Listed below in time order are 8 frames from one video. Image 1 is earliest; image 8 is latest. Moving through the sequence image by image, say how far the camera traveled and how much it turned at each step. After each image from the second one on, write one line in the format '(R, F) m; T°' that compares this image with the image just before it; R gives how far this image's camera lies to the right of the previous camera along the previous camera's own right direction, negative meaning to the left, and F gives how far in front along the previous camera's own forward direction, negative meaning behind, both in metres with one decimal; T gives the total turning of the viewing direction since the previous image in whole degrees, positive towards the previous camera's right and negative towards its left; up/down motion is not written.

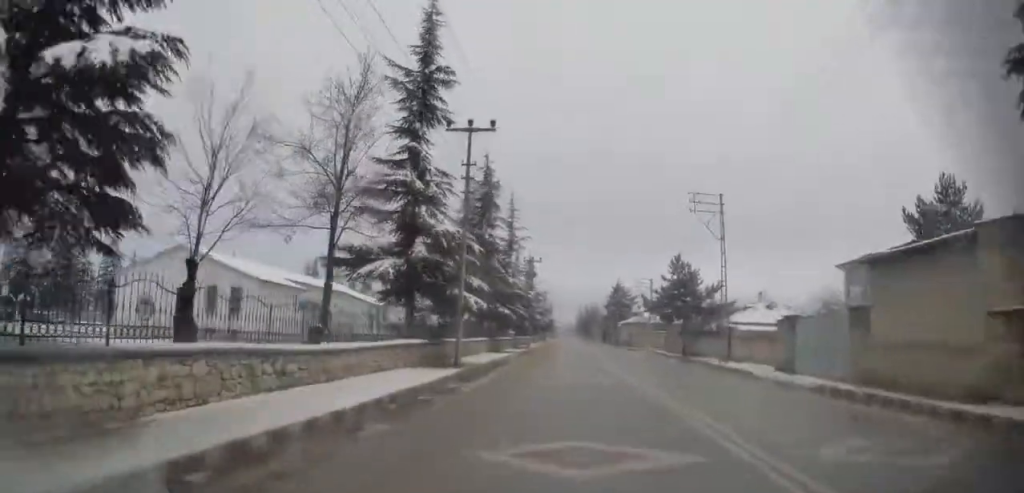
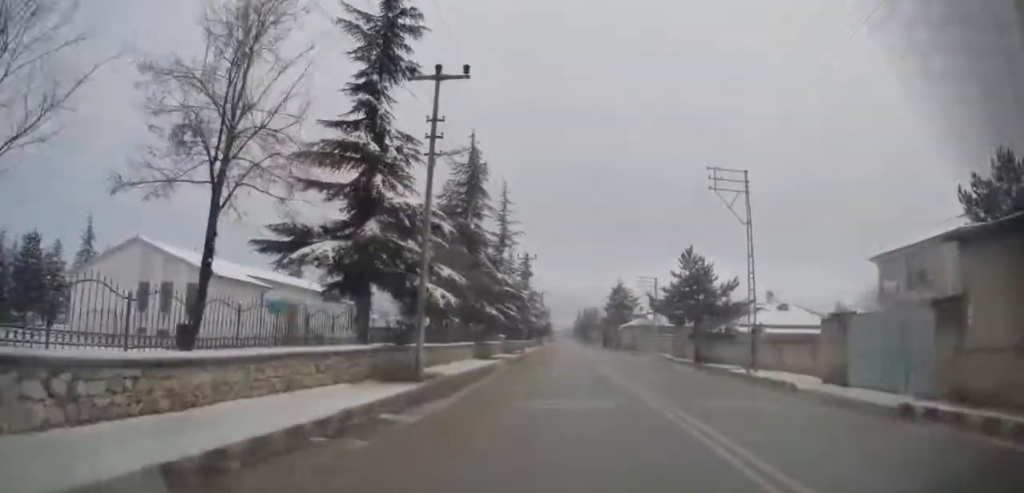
(0.0, +5.9) m; 0°
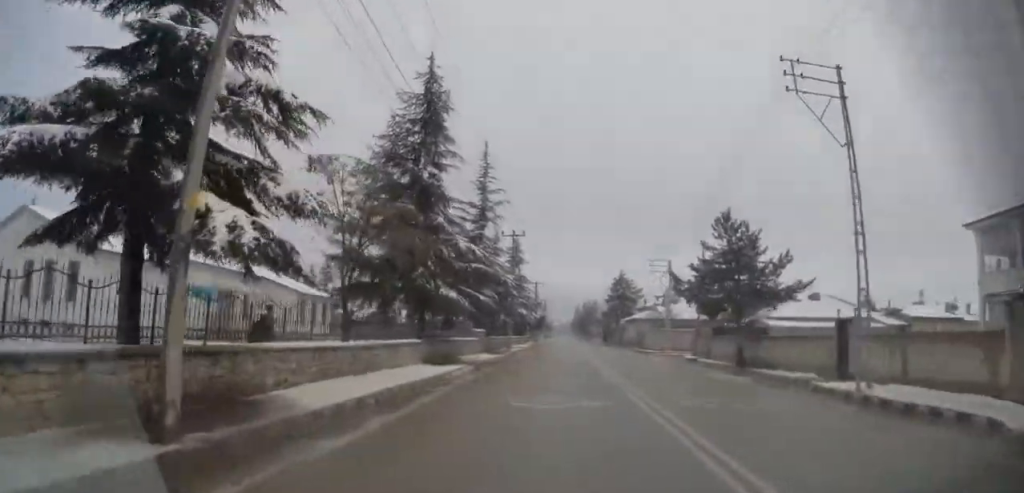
(+0.2, +12.0) m; +1°
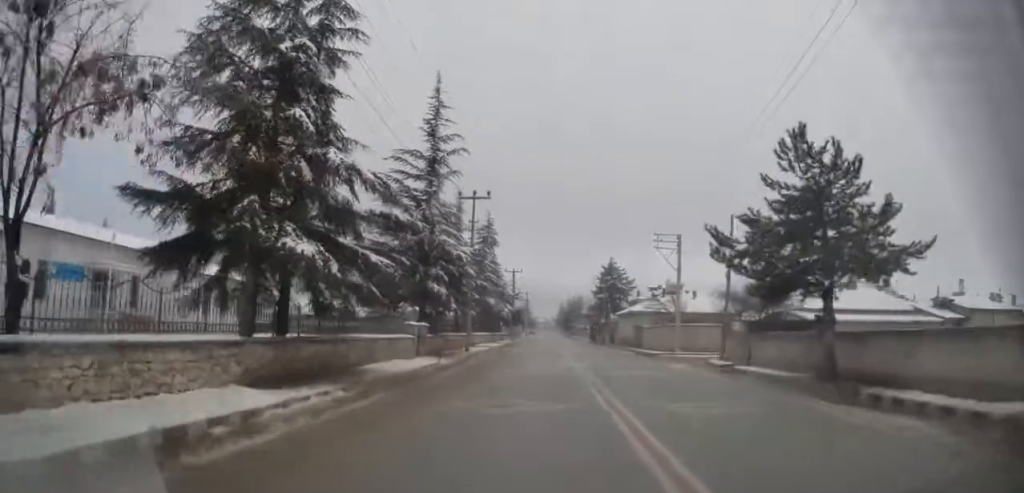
(+0.2, +12.6) m; +2°
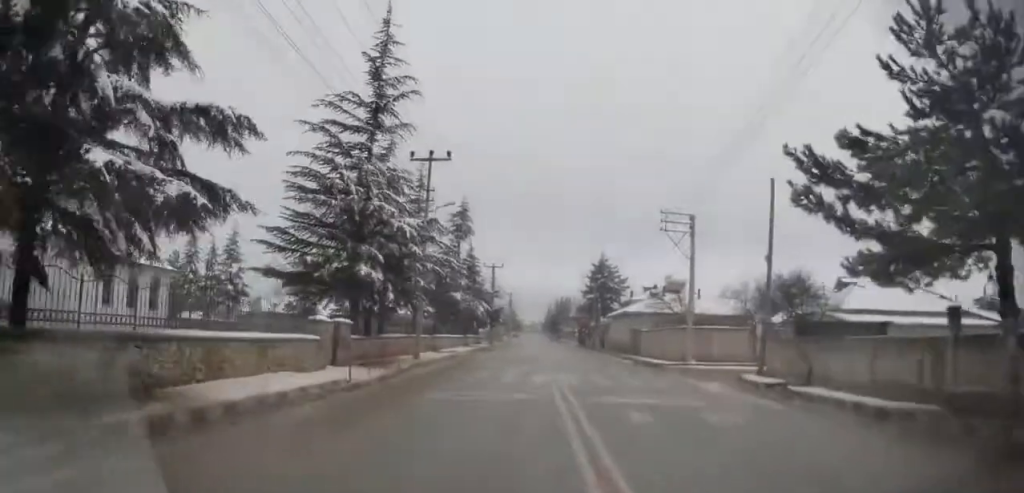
(+0.1, +8.3) m; +2°
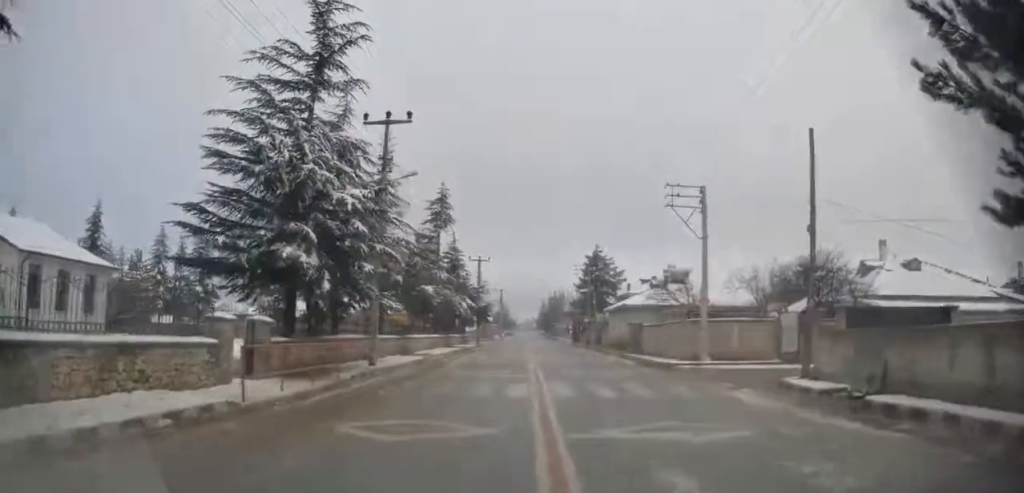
(+0.1, +5.1) m; +1°
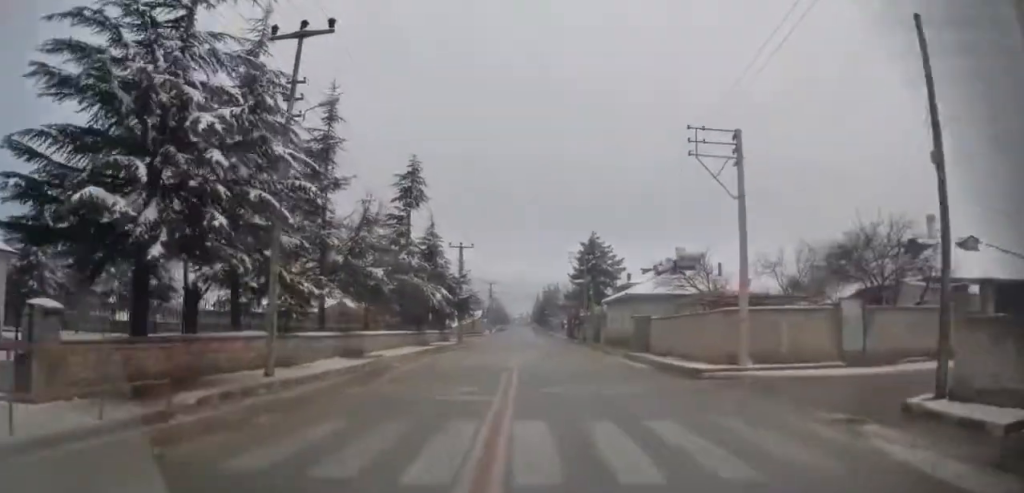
(+0.1, +7.6) m; +1°
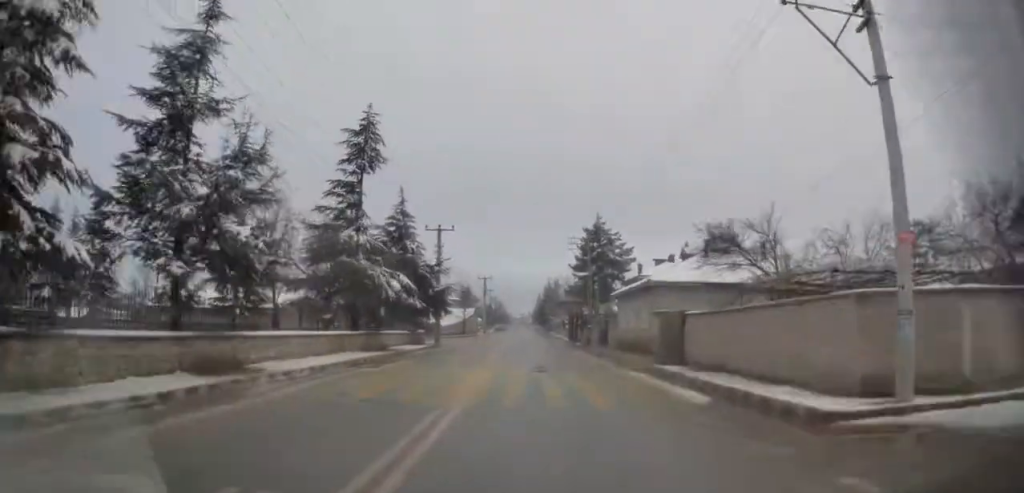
(+0.1, +12.1) m; +1°
